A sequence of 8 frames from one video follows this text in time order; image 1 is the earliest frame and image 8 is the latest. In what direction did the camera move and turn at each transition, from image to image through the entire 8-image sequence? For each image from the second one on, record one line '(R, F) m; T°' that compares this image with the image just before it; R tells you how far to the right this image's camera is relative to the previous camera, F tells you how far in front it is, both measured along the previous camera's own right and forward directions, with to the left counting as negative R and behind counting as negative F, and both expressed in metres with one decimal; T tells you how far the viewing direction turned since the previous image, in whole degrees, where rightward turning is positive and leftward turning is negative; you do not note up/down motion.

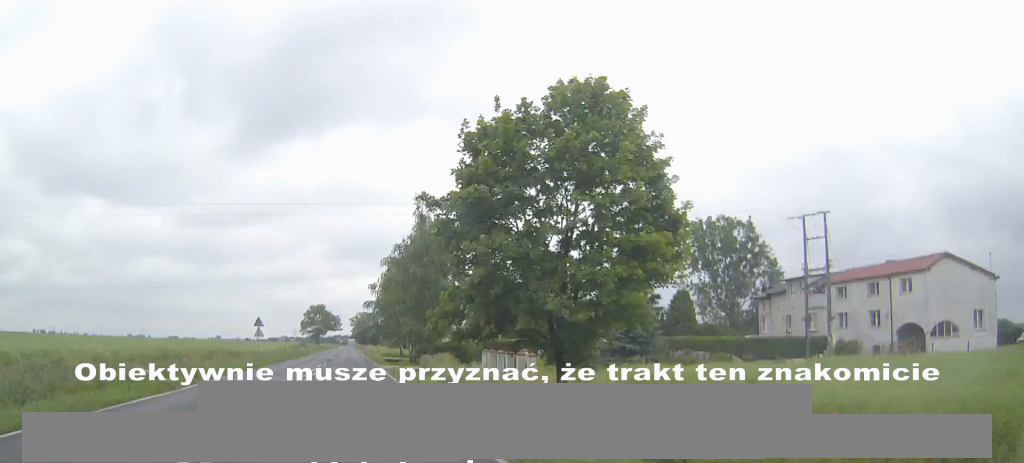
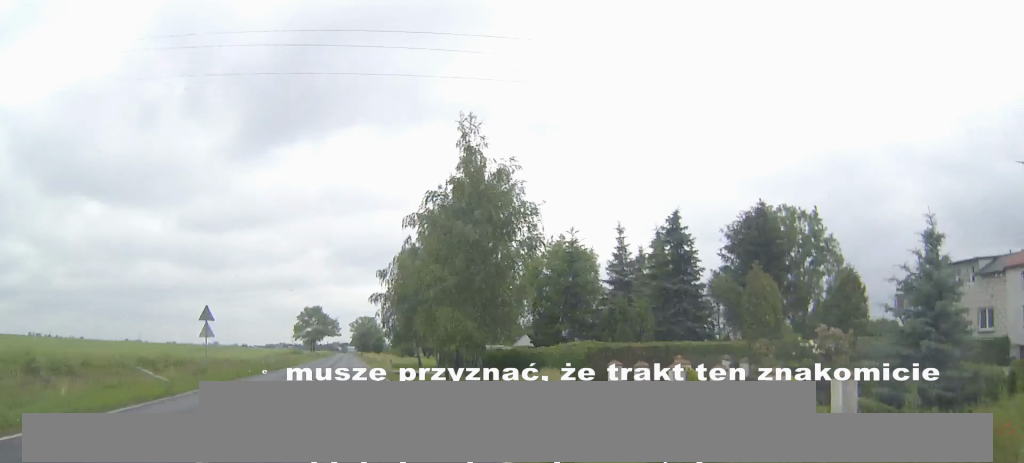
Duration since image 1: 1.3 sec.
(0.0, +20.8) m; 0°
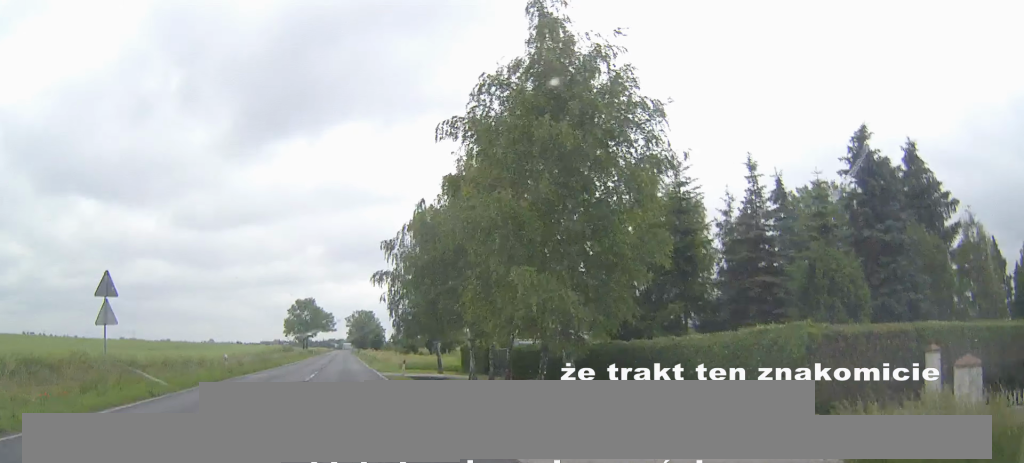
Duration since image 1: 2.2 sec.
(0.0, +15.0) m; 0°
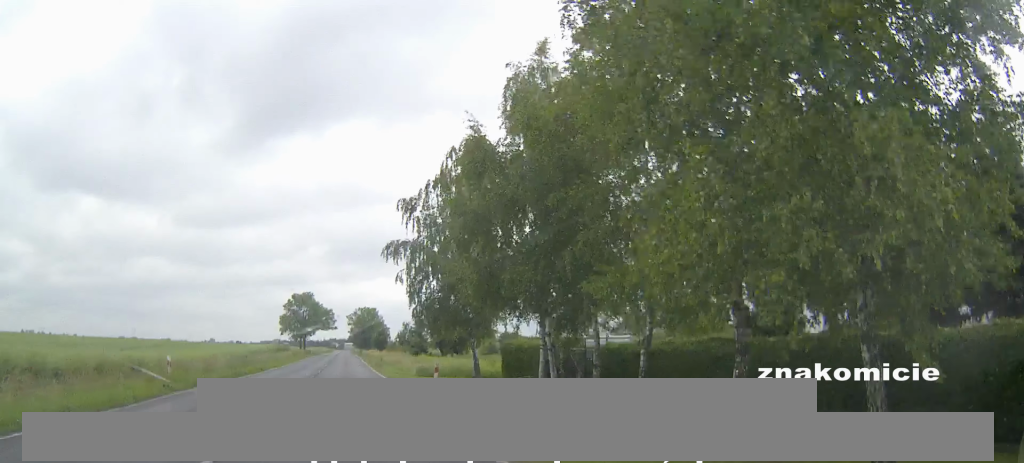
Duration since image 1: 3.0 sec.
(0.0, +12.5) m; 0°
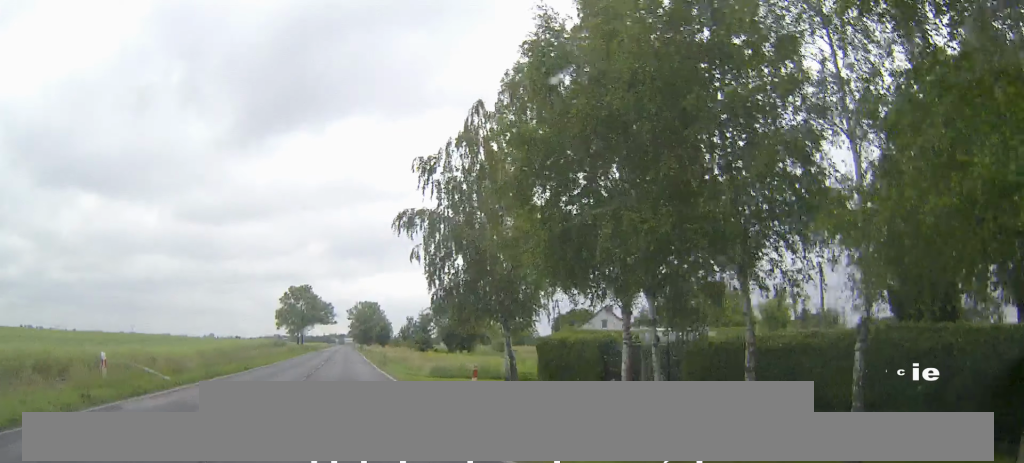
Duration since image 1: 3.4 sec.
(0.0, +7.2) m; 0°
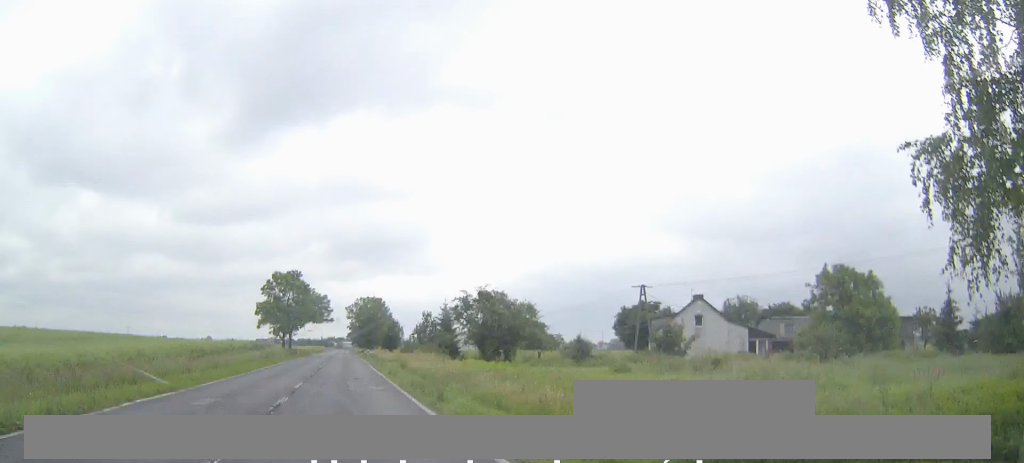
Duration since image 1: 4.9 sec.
(-0.1, +25.2) m; 0°
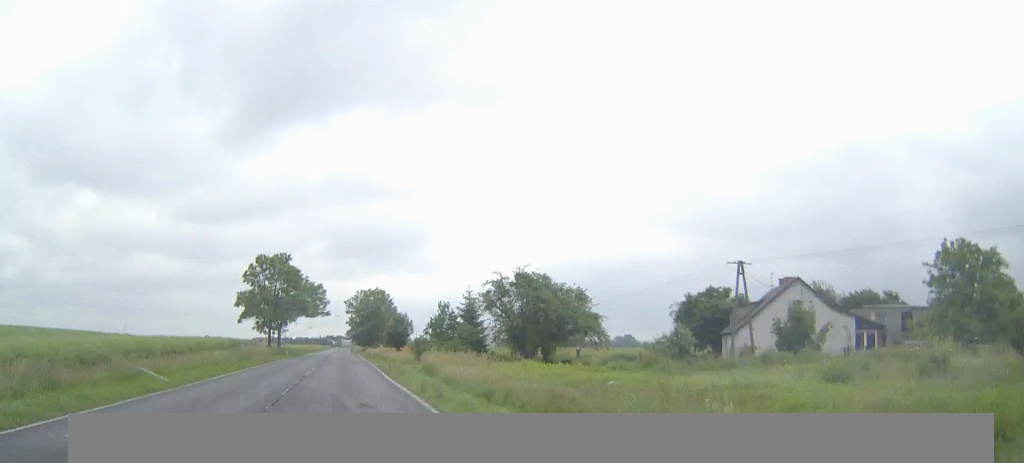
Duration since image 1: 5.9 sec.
(0.0, +16.0) m; 0°
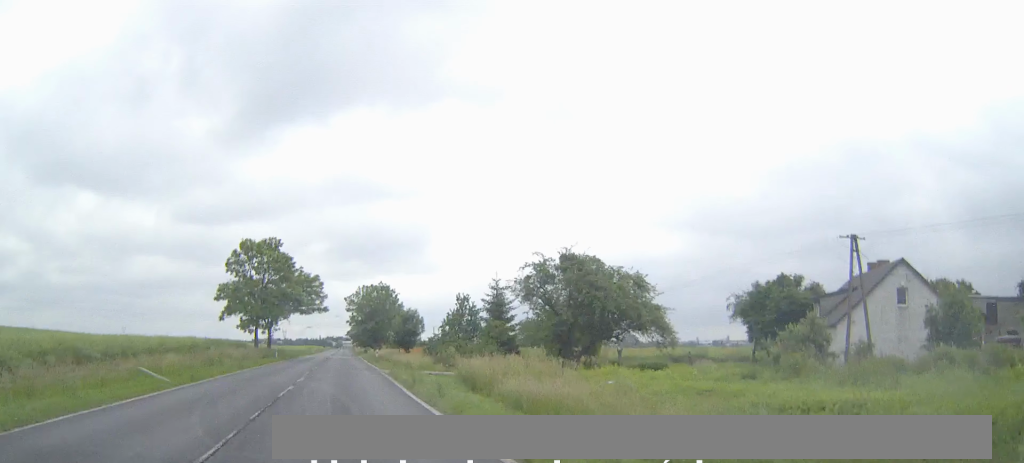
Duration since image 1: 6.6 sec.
(0.0, +12.0) m; 0°
